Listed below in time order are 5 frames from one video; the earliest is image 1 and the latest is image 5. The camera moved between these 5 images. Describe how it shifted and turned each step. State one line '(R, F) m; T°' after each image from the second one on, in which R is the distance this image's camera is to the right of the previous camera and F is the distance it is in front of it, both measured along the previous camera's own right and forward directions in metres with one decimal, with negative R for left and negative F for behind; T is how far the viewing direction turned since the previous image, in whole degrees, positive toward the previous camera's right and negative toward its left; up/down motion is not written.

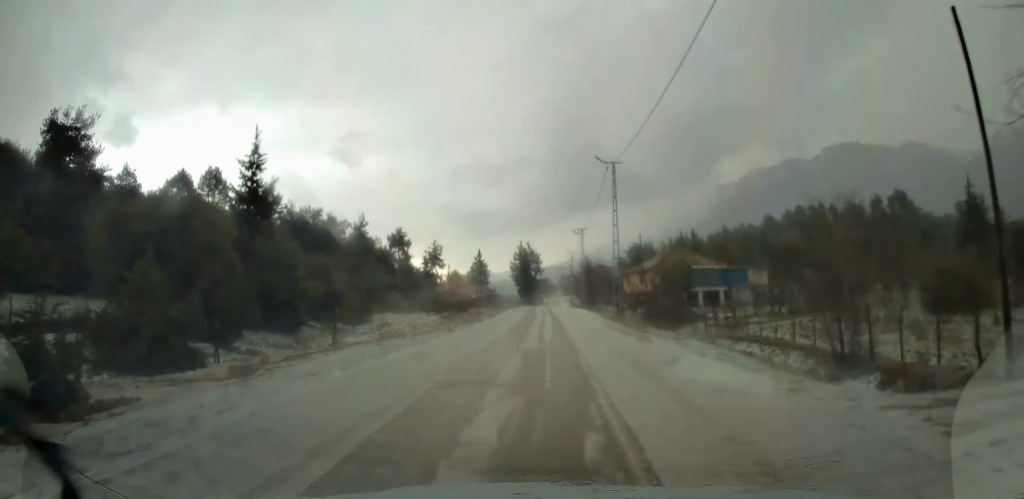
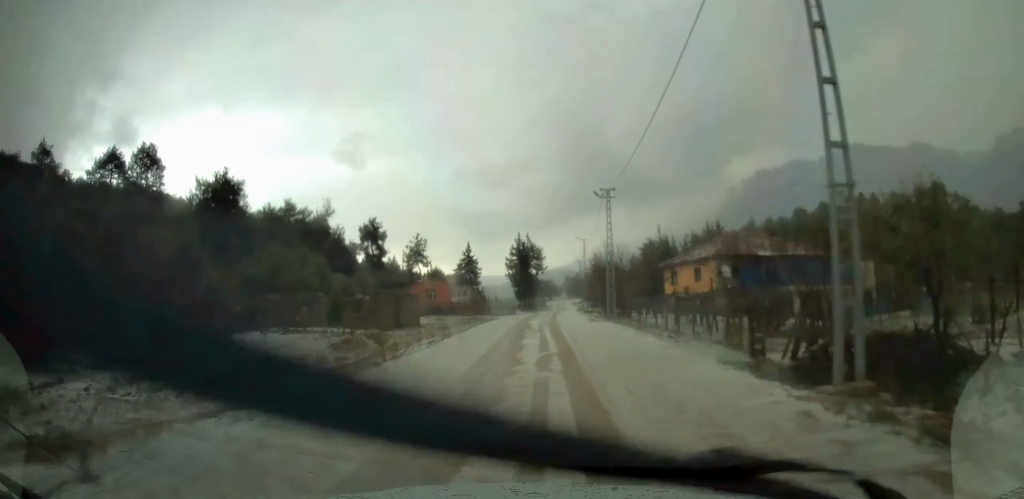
(+0.4, +25.5) m; +1°
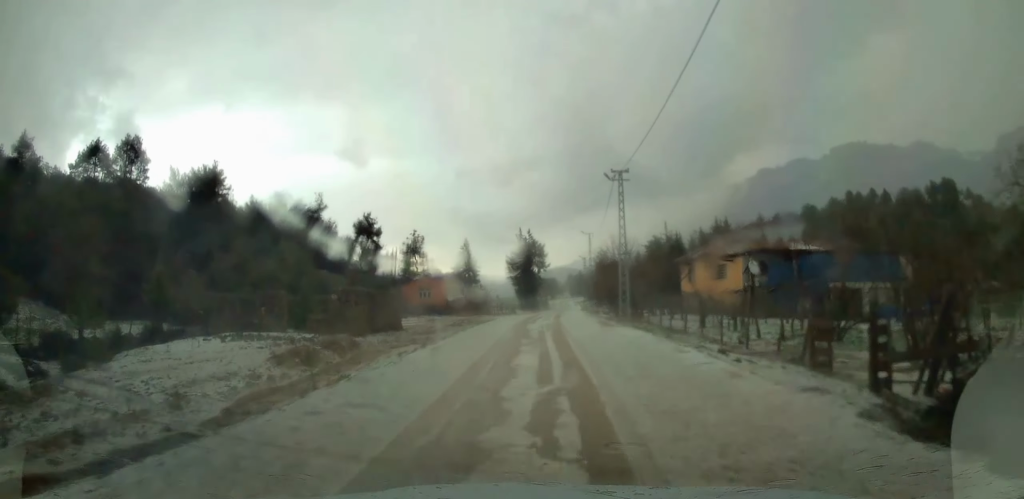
(-0.1, +5.5) m; -1°
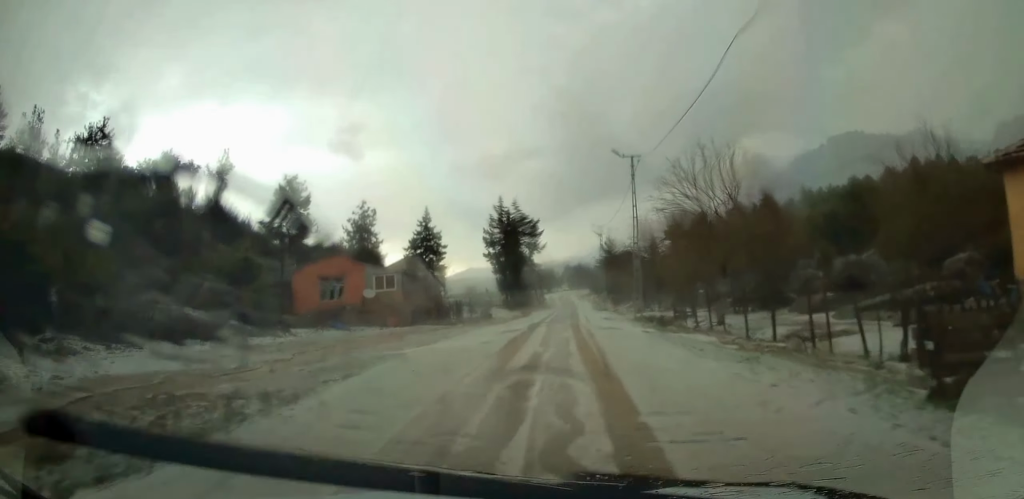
(-0.8, +35.0) m; 0°
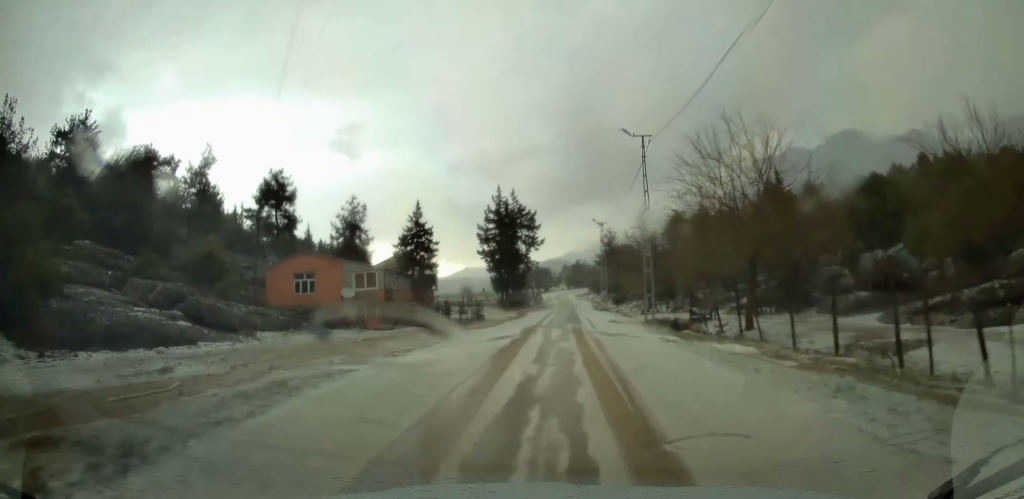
(+0.1, +4.2) m; 0°
